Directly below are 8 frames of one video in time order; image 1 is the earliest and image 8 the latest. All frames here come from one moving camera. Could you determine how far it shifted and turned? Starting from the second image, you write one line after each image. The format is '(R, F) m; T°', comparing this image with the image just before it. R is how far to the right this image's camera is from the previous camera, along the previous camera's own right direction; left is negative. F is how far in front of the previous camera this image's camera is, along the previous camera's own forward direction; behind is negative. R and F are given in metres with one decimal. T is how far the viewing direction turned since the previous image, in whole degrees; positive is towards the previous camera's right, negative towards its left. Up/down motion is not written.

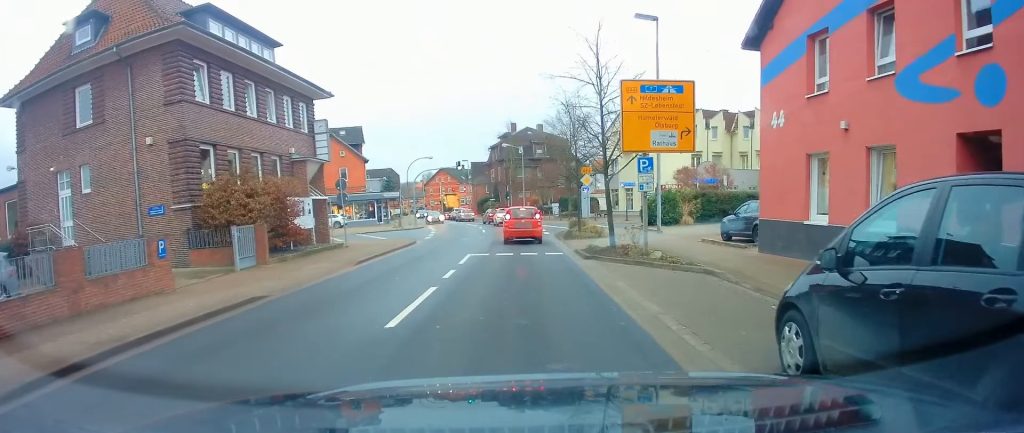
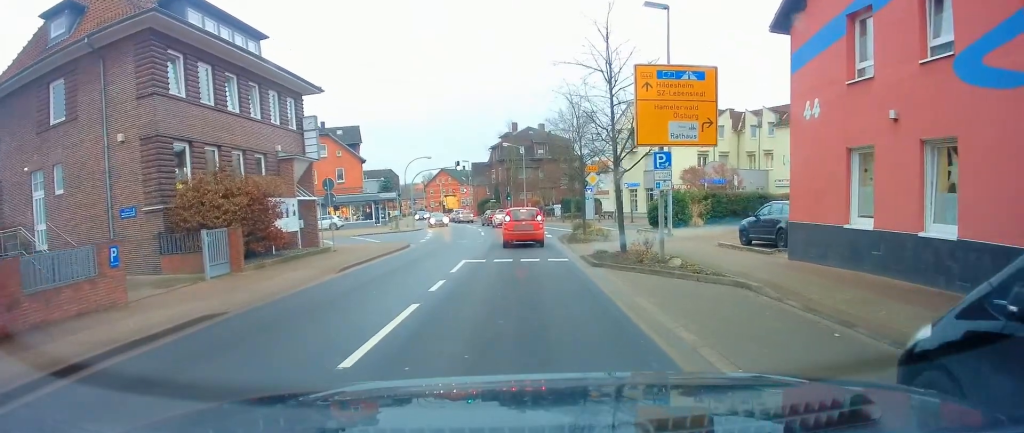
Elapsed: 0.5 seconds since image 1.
(-0.1, +1.9) m; -1°
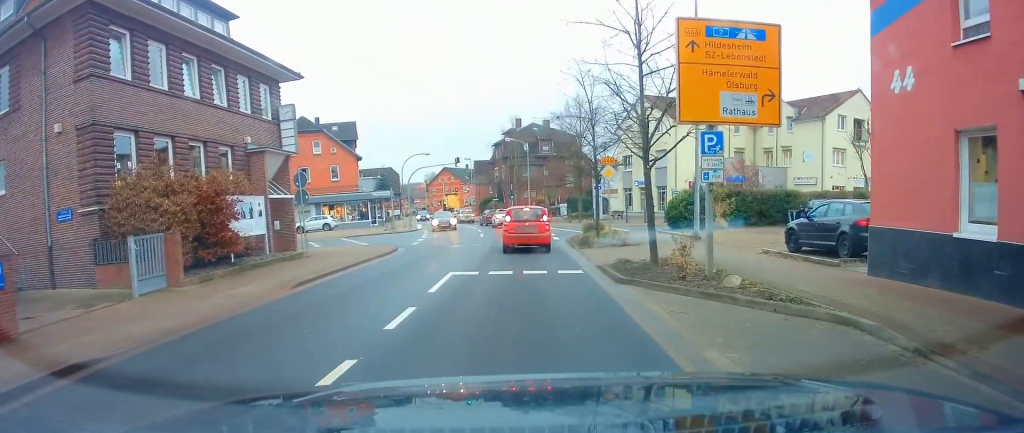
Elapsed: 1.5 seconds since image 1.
(+0.1, +3.5) m; +2°
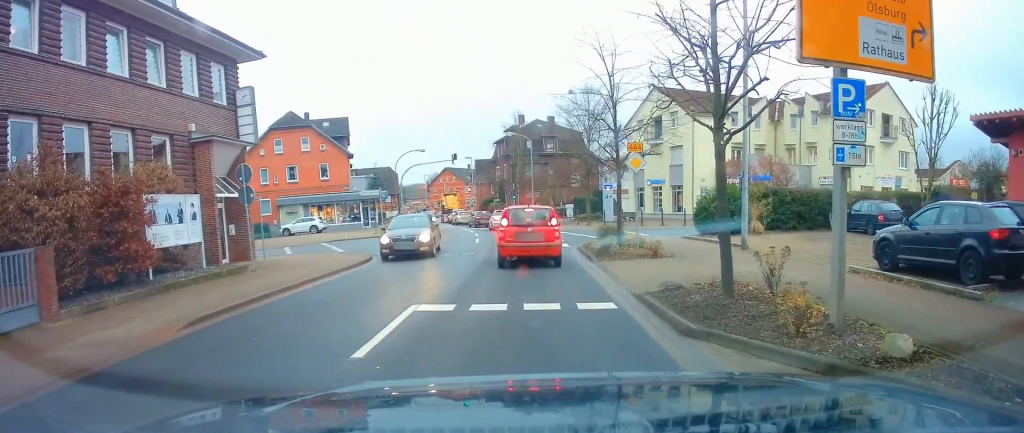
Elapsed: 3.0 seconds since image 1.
(+0.1, +4.7) m; +3°
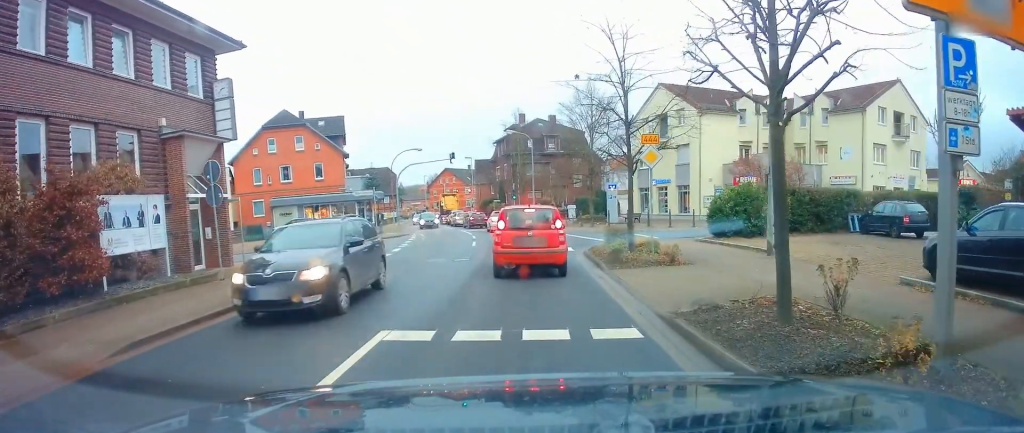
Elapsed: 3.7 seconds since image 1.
(0.0, +1.7) m; -2°
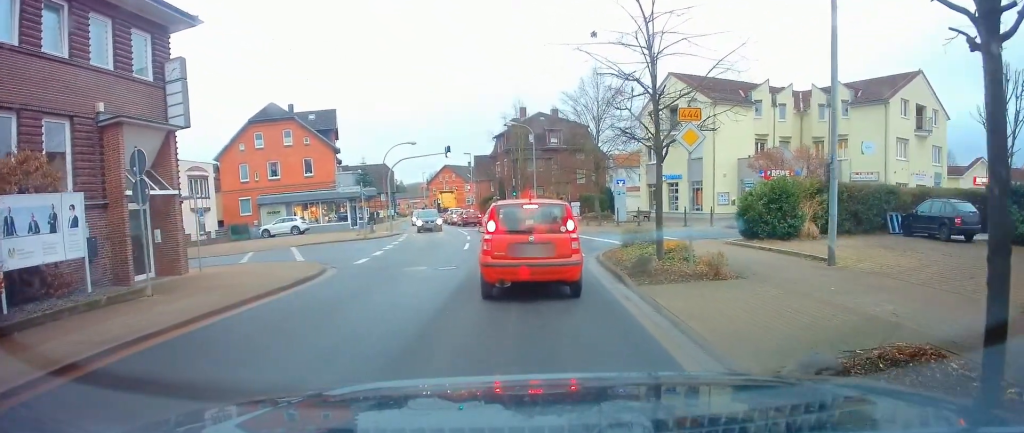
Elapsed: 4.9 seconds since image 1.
(-0.2, +2.6) m; -5°
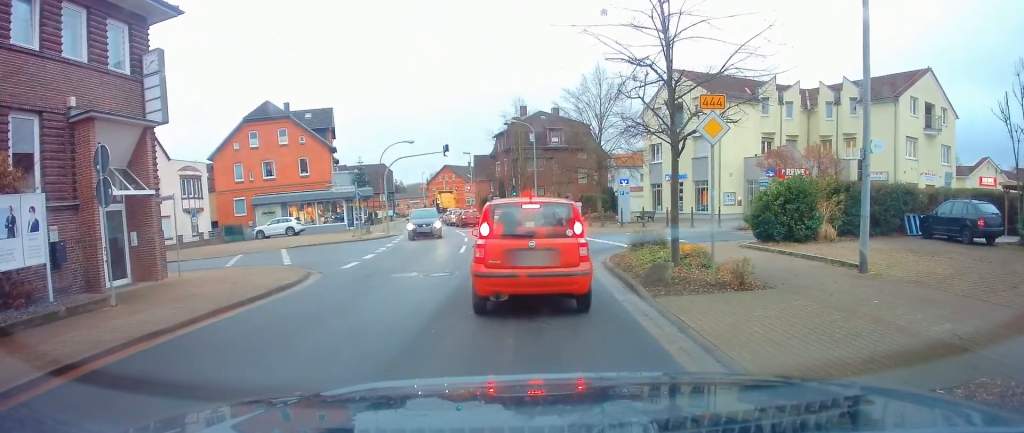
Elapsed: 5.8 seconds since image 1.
(-0.1, +0.9) m; 0°
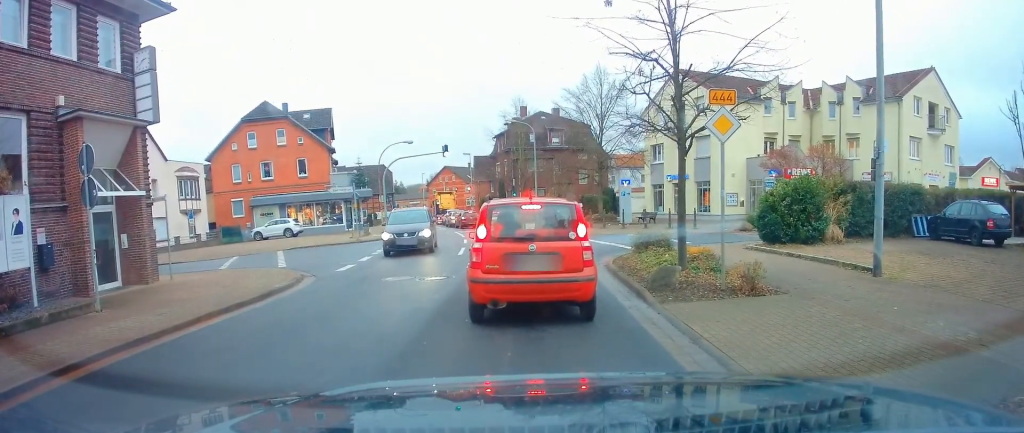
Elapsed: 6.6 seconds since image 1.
(0.0, +0.1) m; 0°
